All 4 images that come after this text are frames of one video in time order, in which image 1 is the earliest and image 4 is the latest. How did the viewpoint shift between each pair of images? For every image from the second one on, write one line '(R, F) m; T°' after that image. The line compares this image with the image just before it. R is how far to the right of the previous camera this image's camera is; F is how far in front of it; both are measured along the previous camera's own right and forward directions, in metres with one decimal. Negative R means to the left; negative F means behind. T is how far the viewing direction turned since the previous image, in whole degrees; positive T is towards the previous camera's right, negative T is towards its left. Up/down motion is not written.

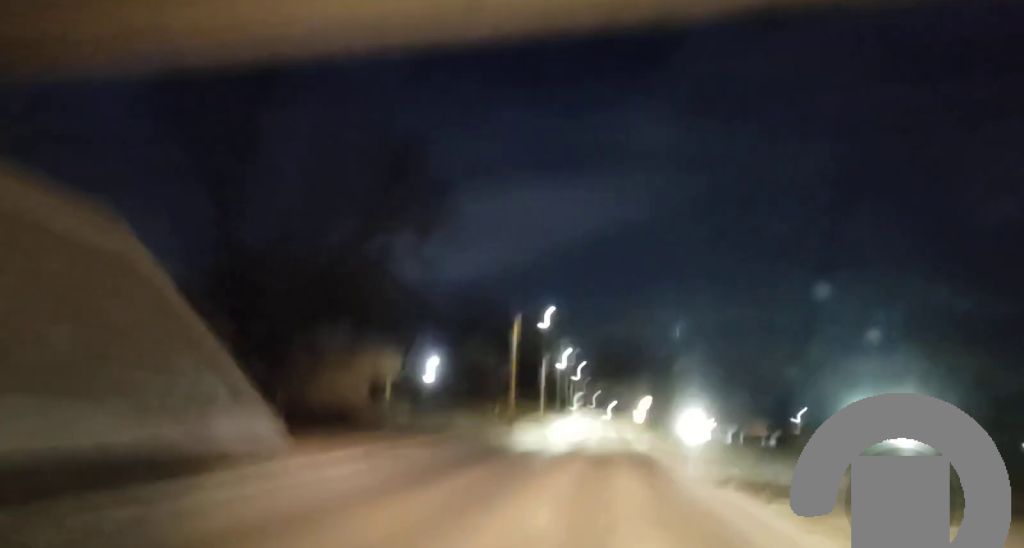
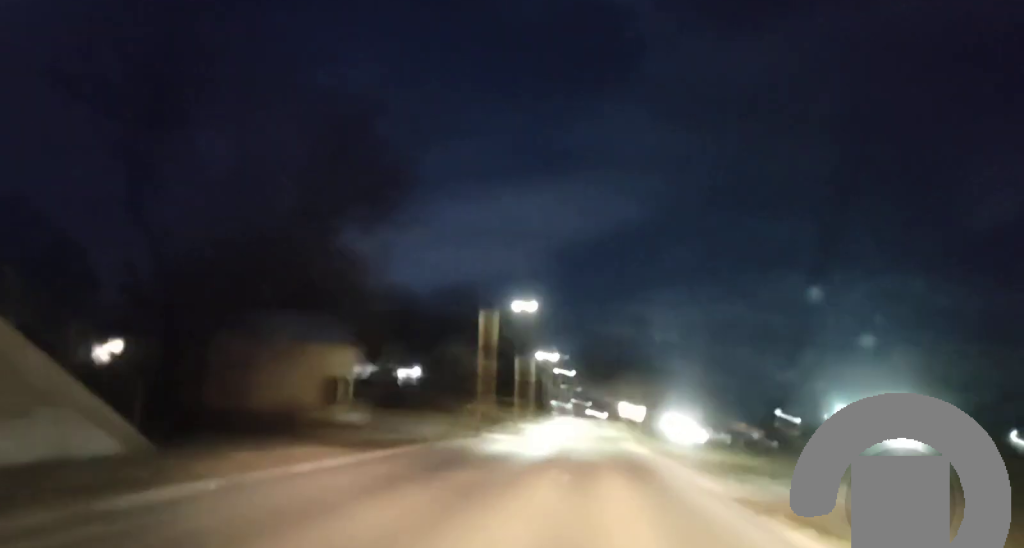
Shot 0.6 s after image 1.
(+0.1, +8.8) m; -1°
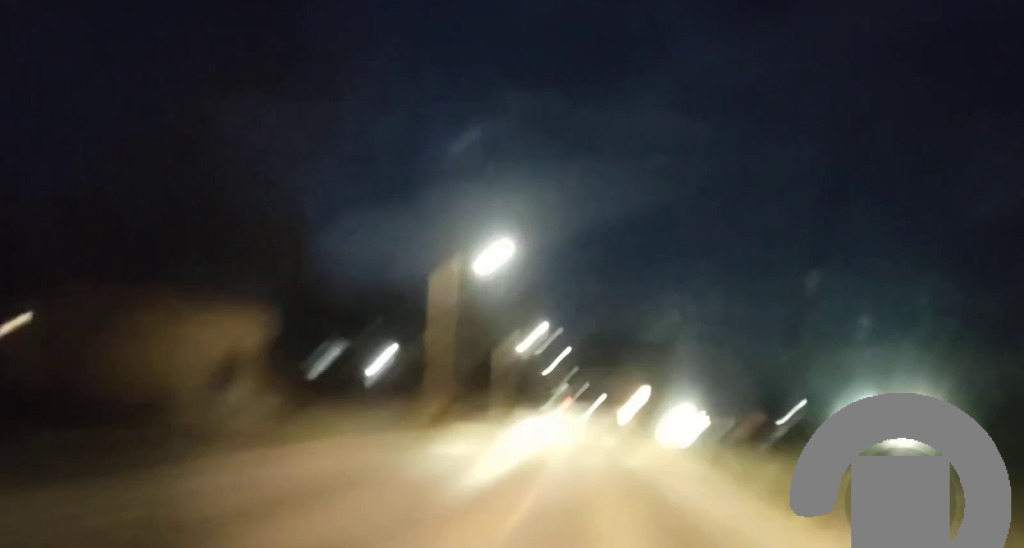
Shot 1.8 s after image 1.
(-0.3, +16.4) m; +1°
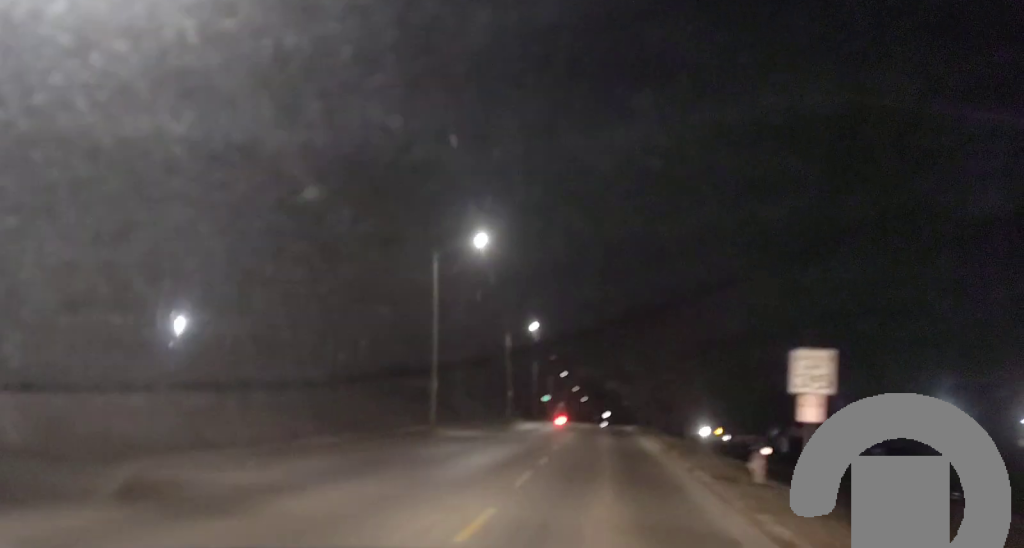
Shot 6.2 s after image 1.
(+0.9, +62.7) m; +1°
